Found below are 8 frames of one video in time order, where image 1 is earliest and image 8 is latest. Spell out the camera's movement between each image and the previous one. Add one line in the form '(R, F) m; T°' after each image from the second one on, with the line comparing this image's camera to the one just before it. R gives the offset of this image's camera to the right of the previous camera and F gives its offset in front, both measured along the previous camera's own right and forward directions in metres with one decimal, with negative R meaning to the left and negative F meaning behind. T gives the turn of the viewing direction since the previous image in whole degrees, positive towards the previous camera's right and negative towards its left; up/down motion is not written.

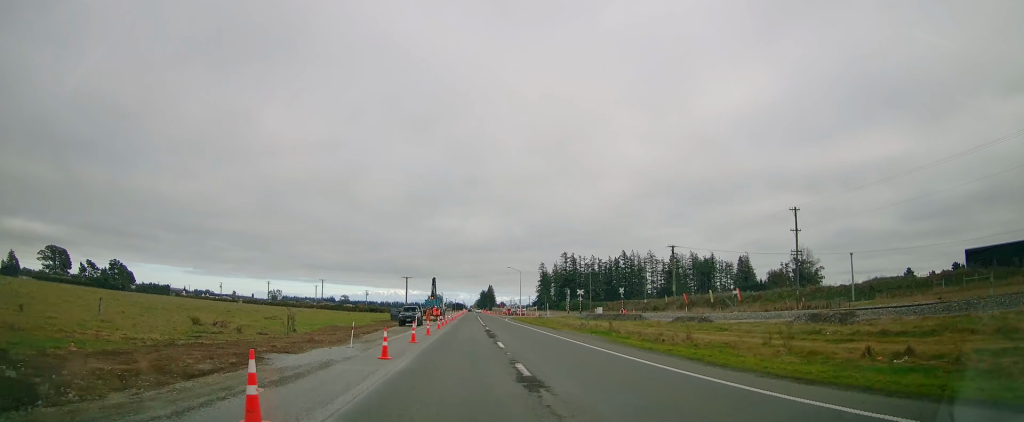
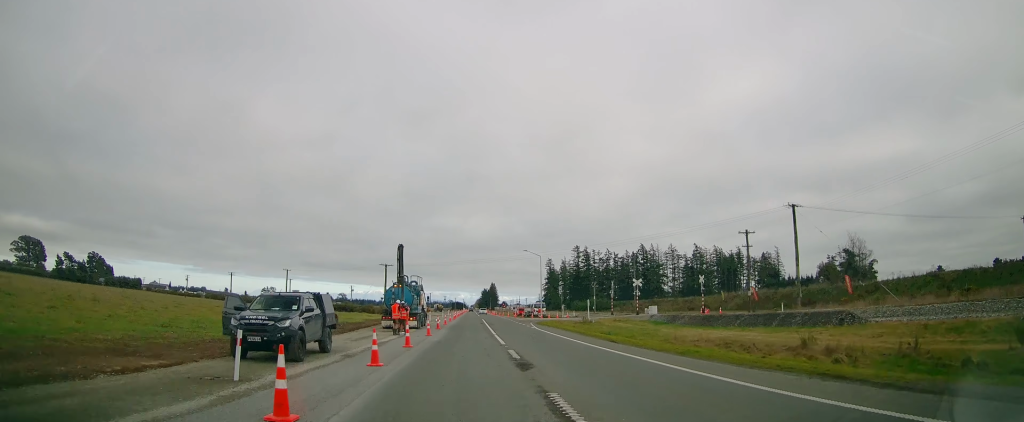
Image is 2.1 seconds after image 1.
(-0.9, +35.4) m; -1°
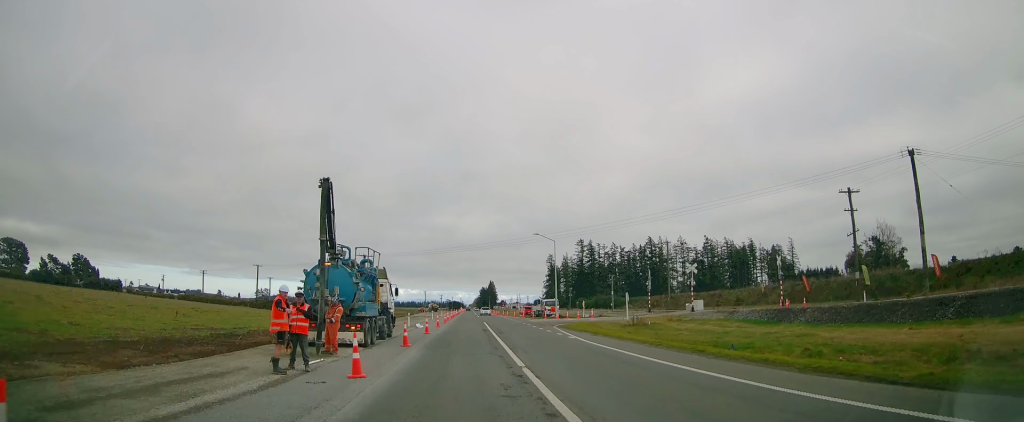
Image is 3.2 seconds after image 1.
(+0.3, +18.1) m; 0°
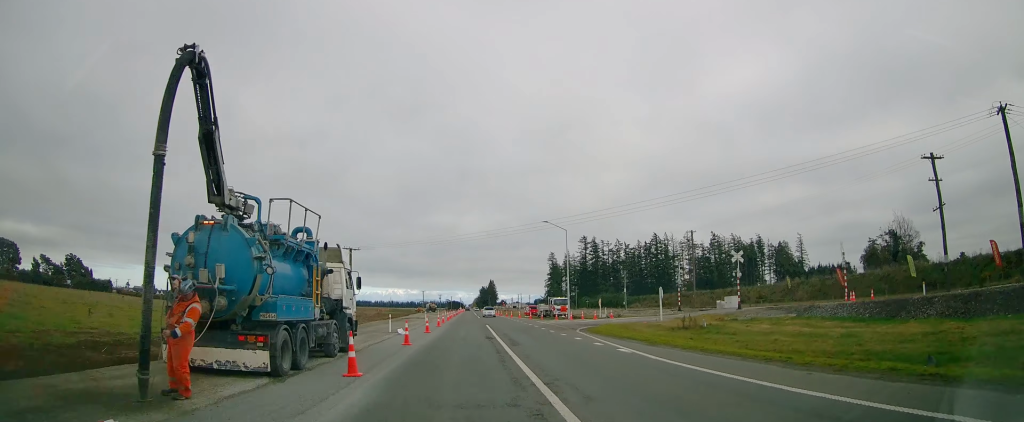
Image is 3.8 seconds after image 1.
(-0.2, +9.4) m; 0°
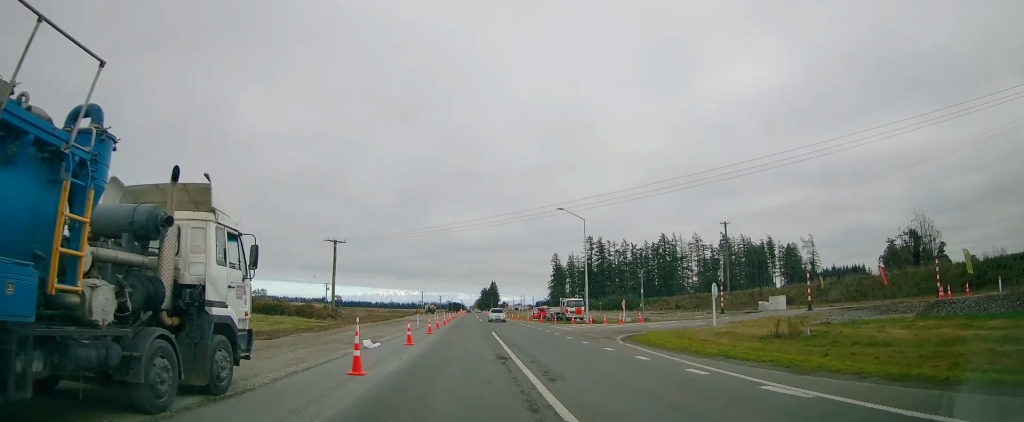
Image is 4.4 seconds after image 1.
(+0.1, +9.4) m; 0°
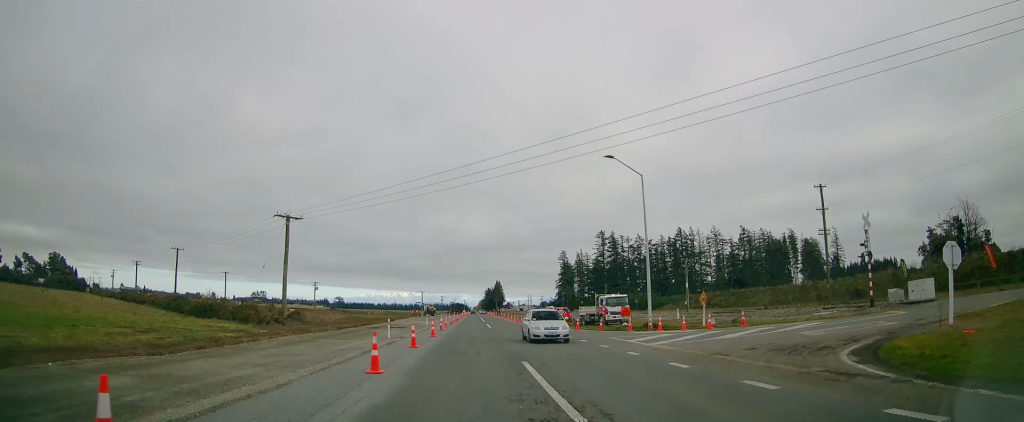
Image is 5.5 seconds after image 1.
(0.0, +18.2) m; 0°
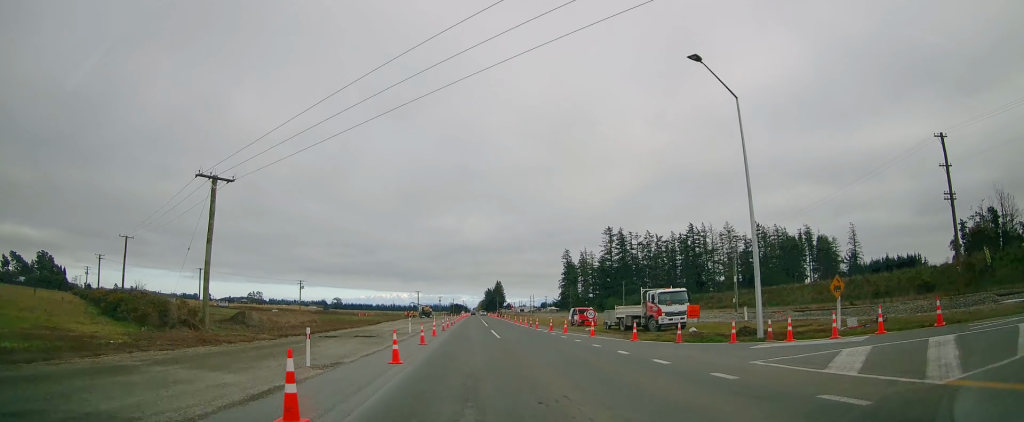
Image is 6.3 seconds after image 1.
(0.0, +14.1) m; +1°
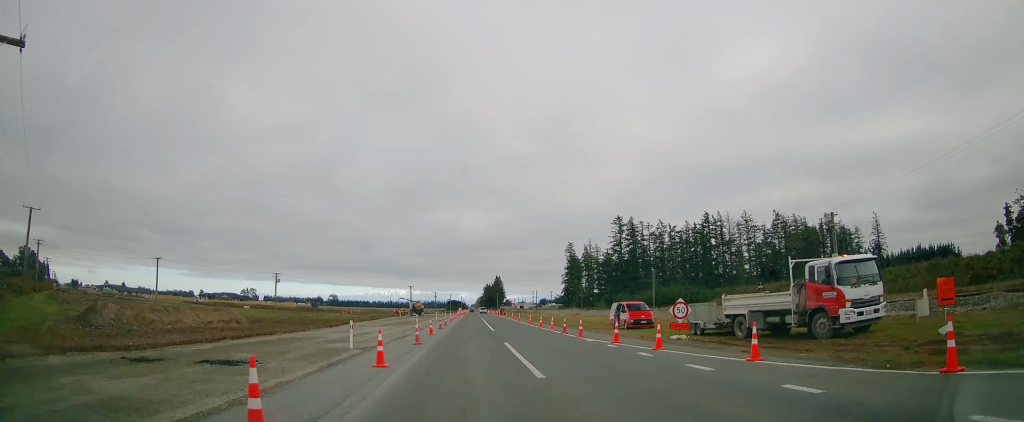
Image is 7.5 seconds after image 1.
(+0.3, +18.3) m; 0°
